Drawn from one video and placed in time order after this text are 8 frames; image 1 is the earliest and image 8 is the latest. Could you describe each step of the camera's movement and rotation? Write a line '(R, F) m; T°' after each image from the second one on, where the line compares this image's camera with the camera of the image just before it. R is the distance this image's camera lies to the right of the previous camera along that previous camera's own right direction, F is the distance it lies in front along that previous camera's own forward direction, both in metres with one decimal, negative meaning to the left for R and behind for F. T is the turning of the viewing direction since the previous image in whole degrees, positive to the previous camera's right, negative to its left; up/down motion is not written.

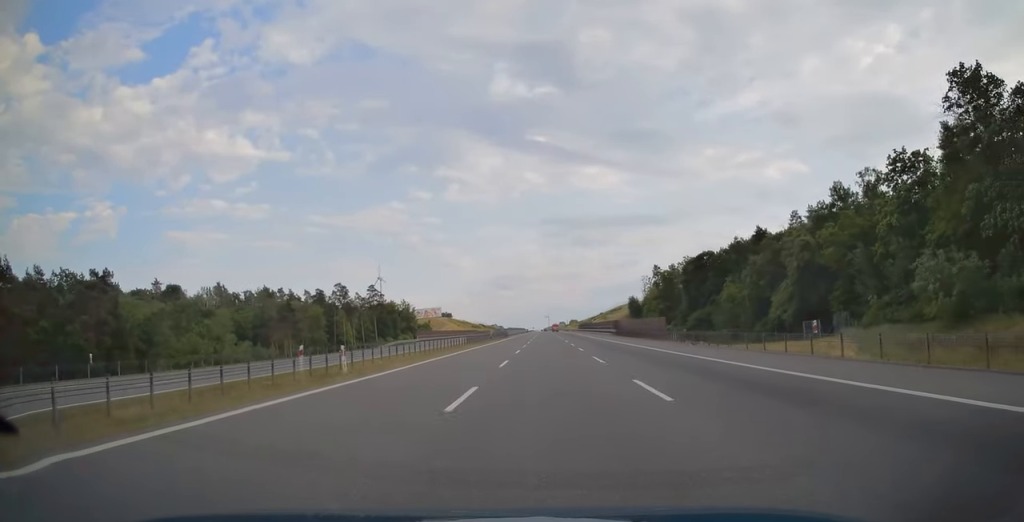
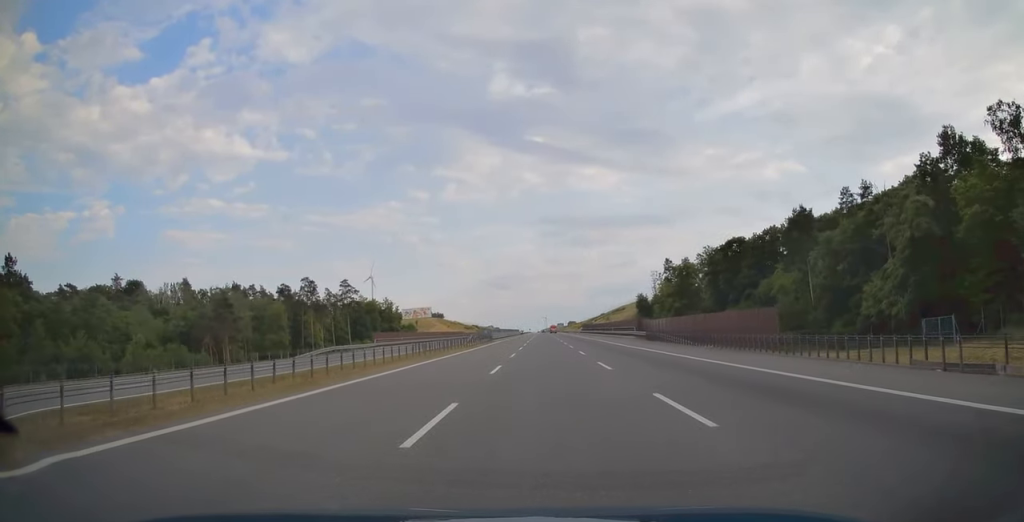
(0.0, +26.7) m; 0°
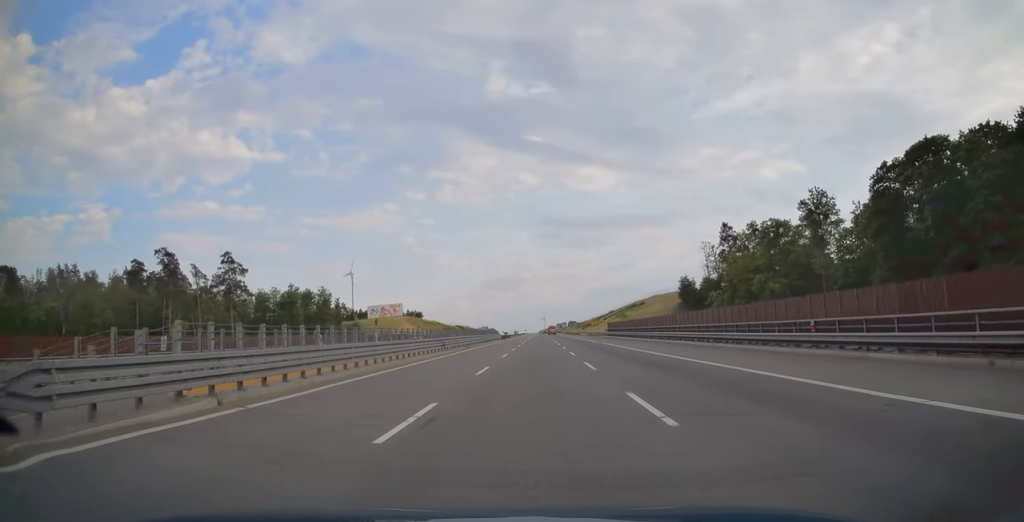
(+0.3, +71.4) m; 0°
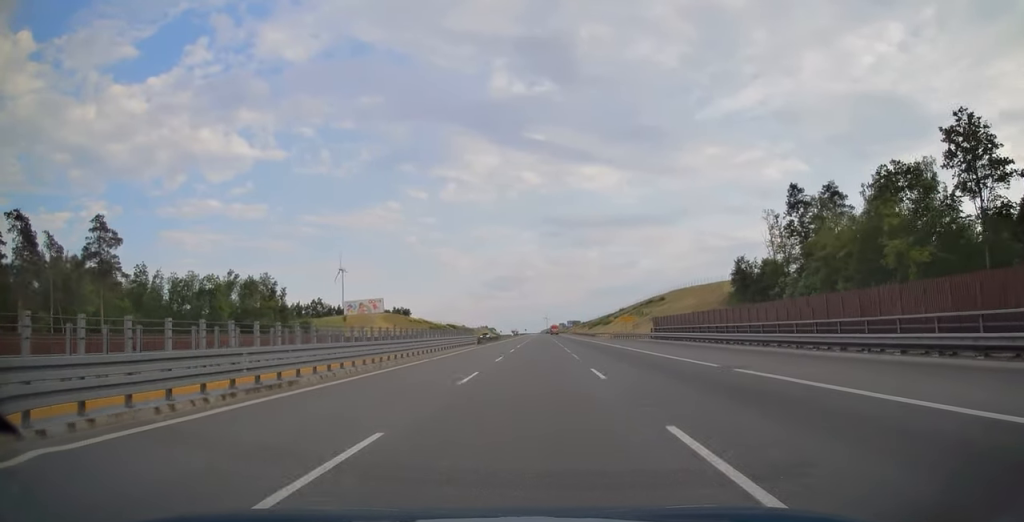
(0.0, +40.2) m; 0°
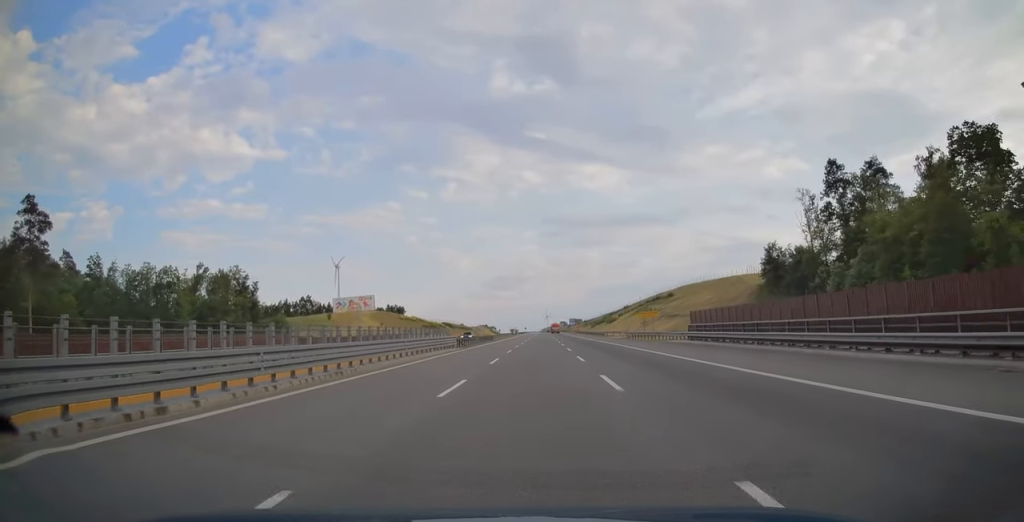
(0.0, +15.1) m; 0°
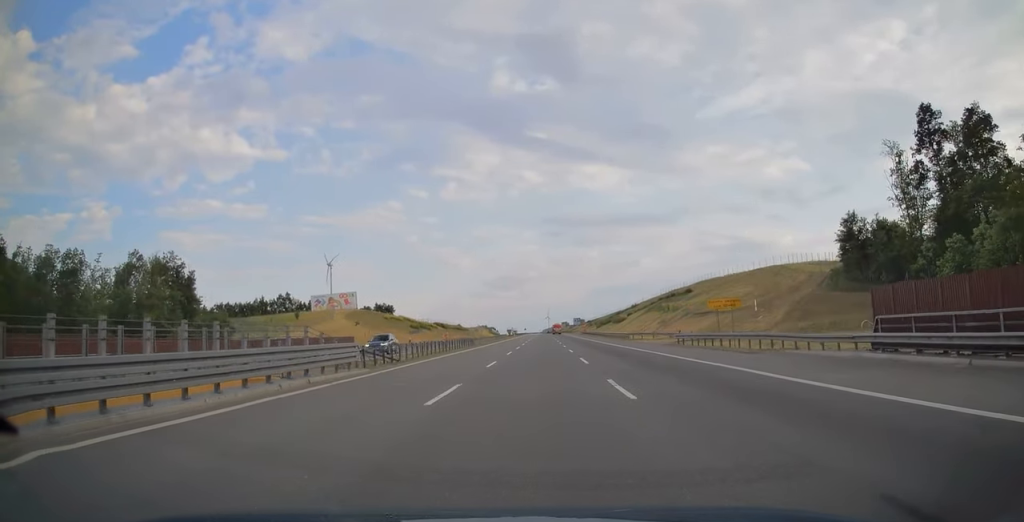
(0.0, +25.7) m; 0°
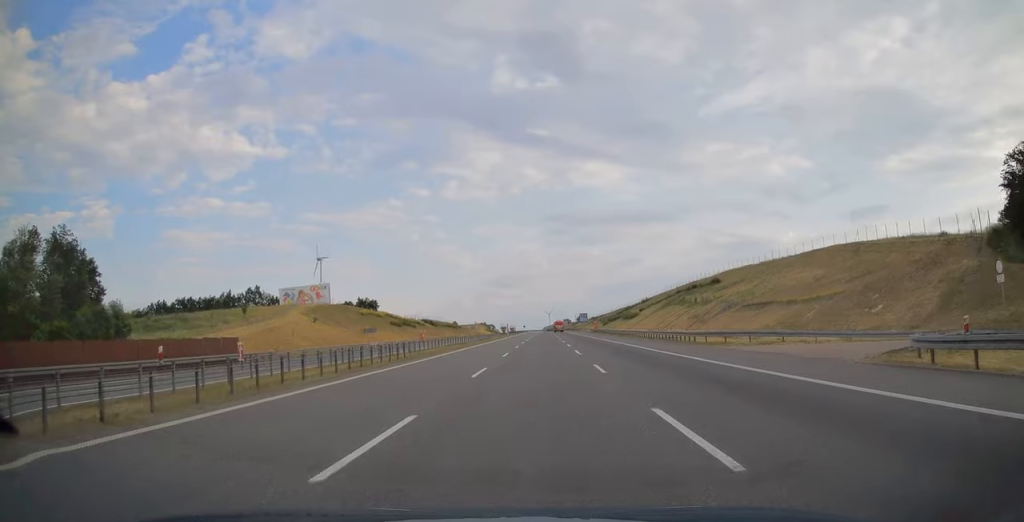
(0.0, +29.6) m; 0°
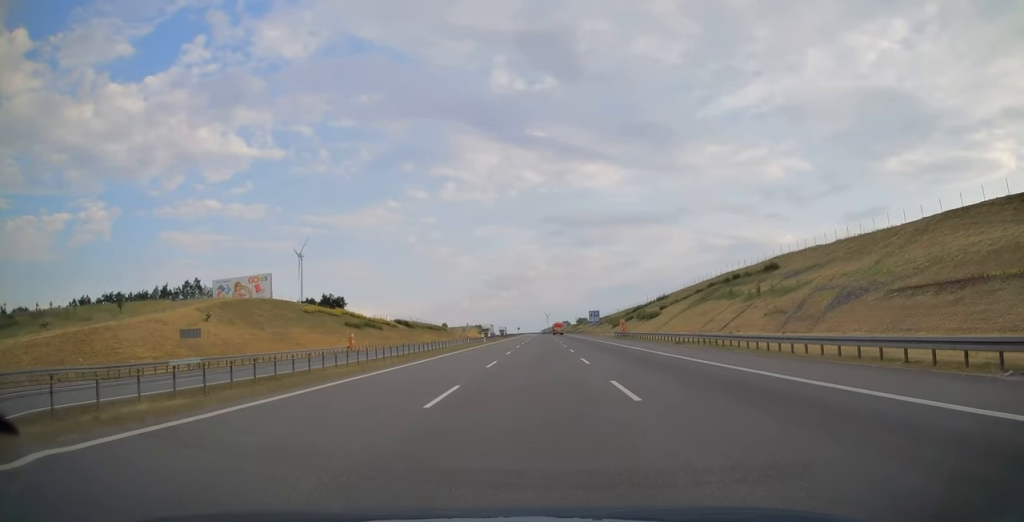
(-0.2, +42.4) m; 0°
